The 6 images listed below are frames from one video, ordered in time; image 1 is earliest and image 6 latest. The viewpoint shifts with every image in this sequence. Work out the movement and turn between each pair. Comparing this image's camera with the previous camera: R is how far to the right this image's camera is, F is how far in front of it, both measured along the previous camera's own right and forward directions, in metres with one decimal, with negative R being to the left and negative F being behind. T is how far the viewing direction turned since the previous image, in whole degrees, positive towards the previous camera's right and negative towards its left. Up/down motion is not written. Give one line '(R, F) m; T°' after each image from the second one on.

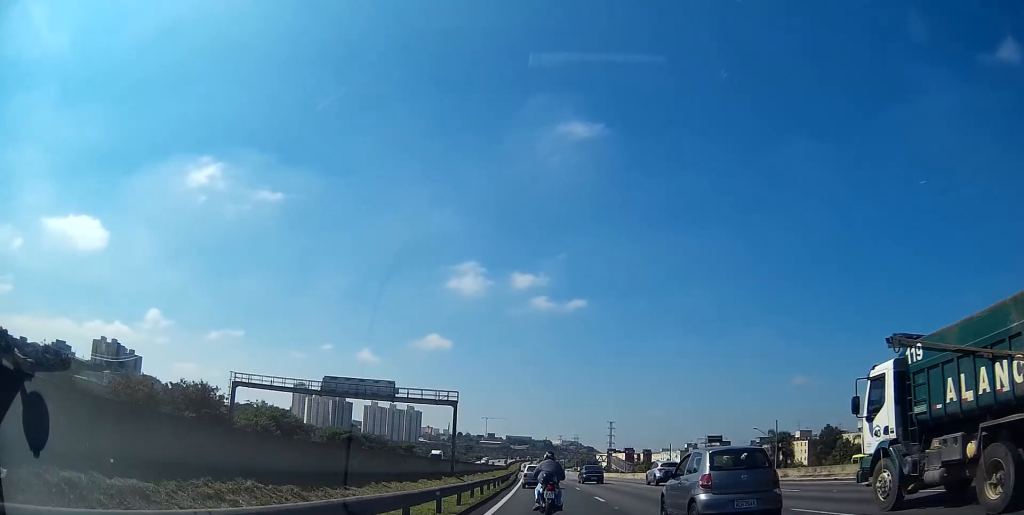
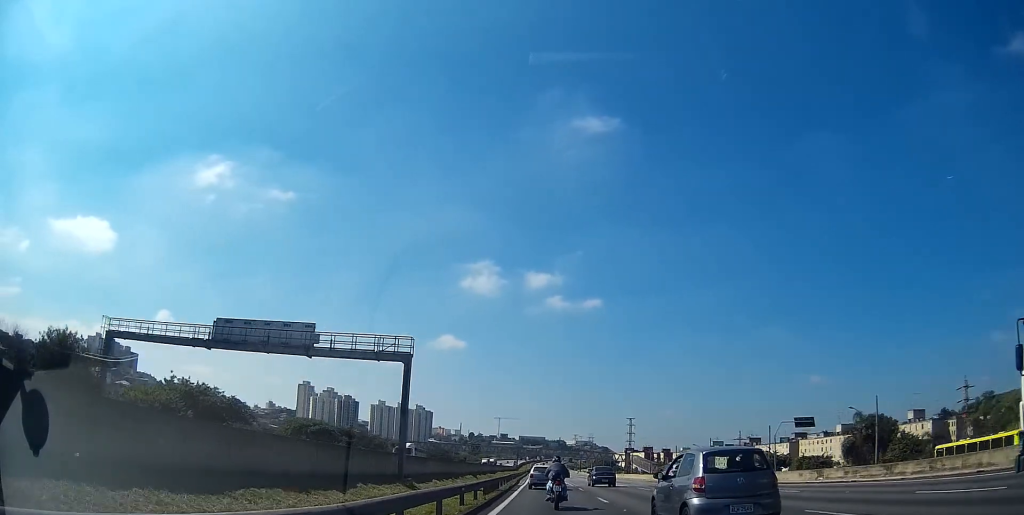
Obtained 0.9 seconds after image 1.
(-0.2, +24.8) m; -1°
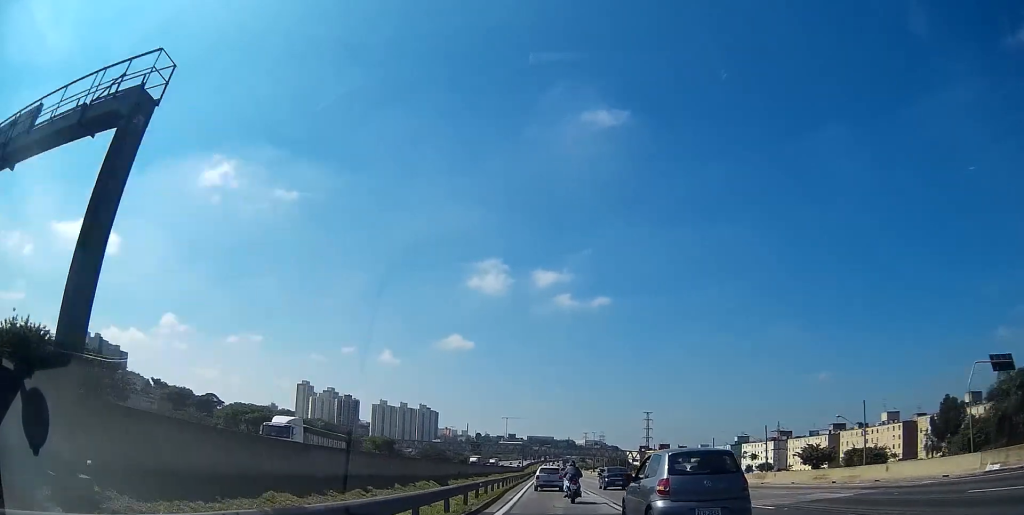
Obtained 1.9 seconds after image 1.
(-0.2, +26.7) m; -1°
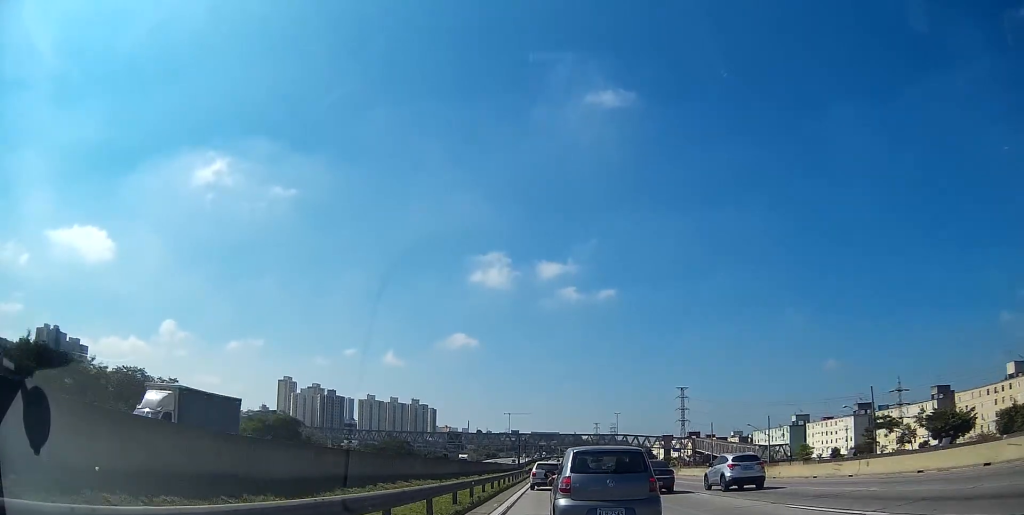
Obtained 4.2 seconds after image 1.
(-0.5, +60.7) m; -1°
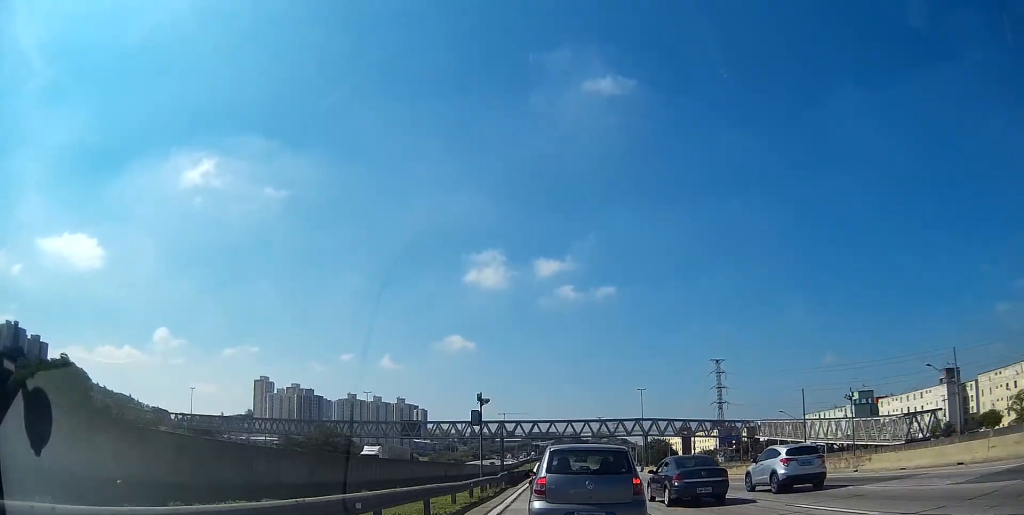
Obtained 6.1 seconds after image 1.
(-0.6, +46.5) m; 0°
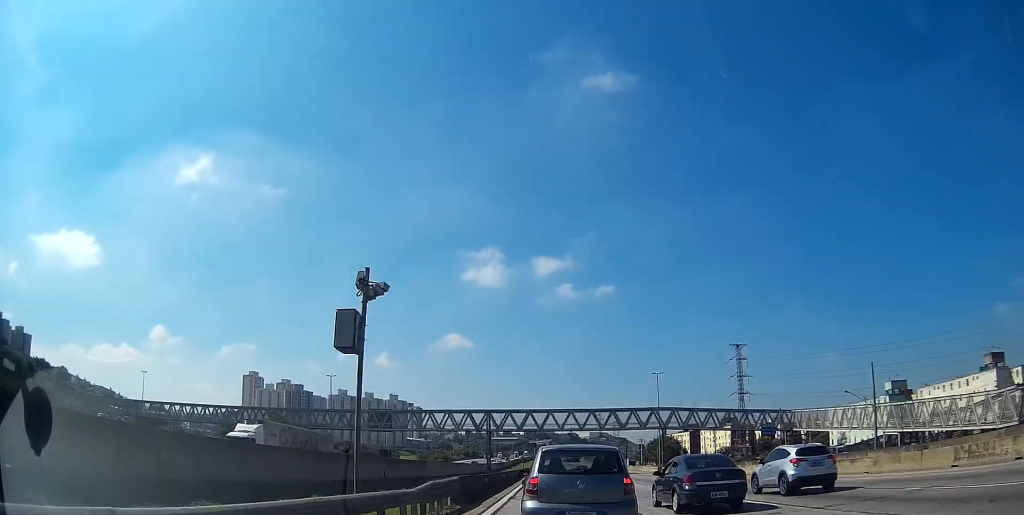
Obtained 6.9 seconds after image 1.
(+0.2, +19.5) m; +1°
